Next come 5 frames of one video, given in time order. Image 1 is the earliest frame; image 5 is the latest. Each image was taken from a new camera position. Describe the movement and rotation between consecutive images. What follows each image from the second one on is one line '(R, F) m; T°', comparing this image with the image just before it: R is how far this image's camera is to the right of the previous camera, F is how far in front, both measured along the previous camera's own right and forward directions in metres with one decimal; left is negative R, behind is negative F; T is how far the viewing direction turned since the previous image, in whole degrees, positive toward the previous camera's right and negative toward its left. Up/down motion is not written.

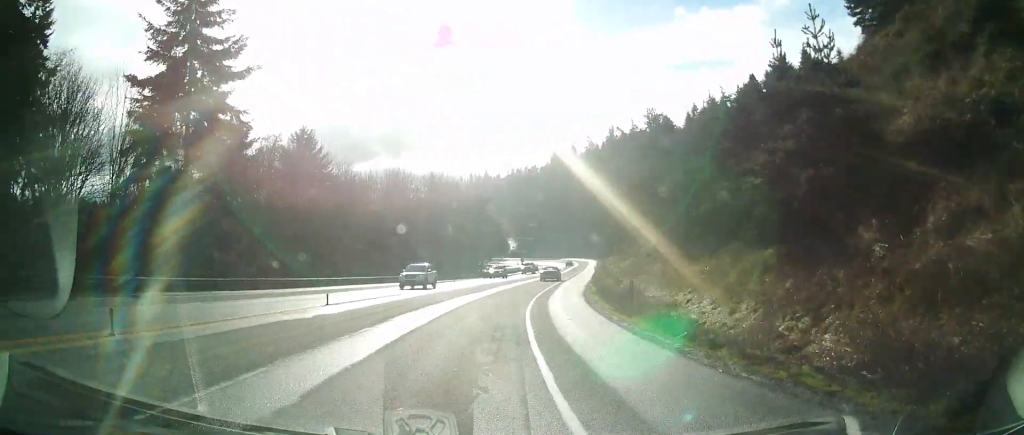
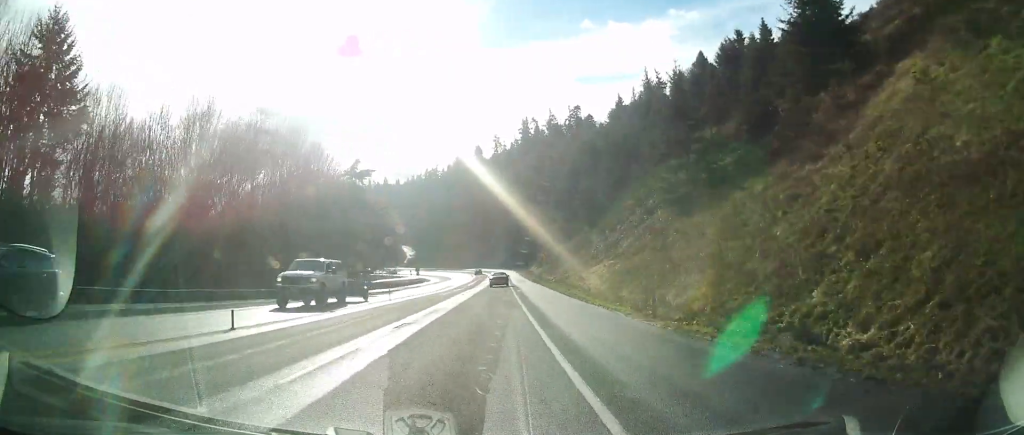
(+7.1, +44.8) m; +17°
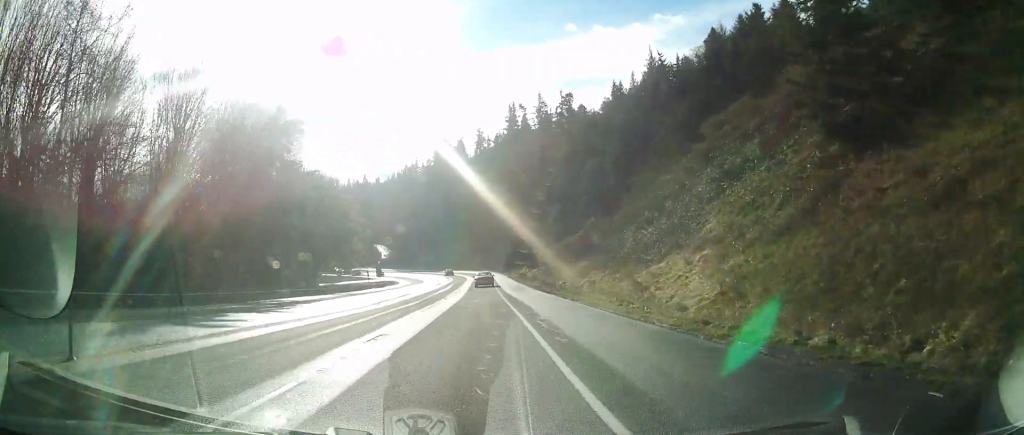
(+1.4, +26.4) m; +4°
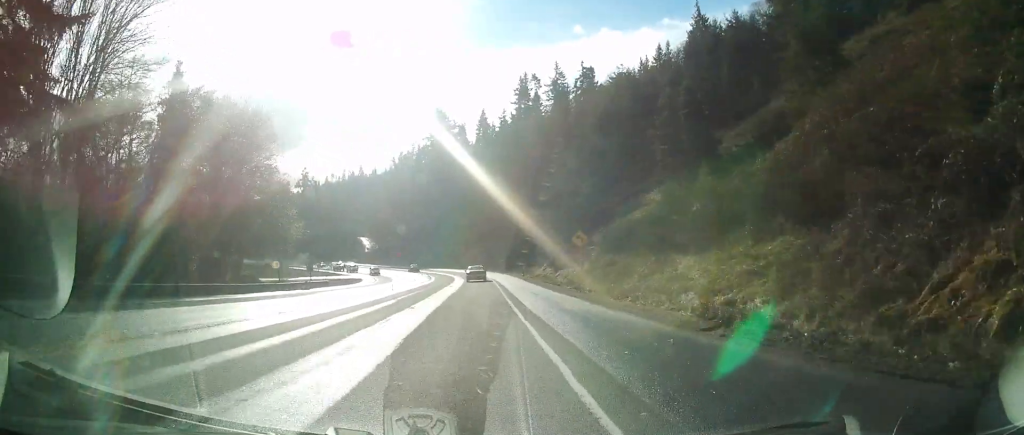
(+0.8, +38.6) m; +2°
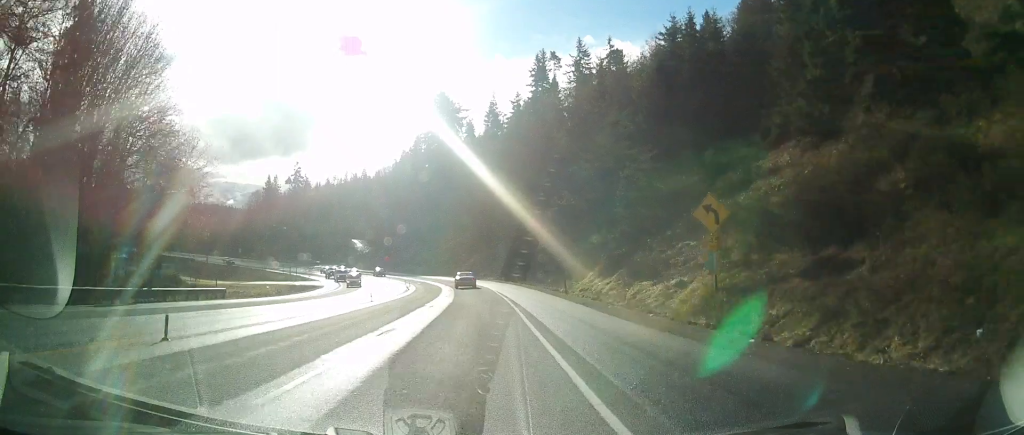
(+0.1, +34.9) m; 0°
